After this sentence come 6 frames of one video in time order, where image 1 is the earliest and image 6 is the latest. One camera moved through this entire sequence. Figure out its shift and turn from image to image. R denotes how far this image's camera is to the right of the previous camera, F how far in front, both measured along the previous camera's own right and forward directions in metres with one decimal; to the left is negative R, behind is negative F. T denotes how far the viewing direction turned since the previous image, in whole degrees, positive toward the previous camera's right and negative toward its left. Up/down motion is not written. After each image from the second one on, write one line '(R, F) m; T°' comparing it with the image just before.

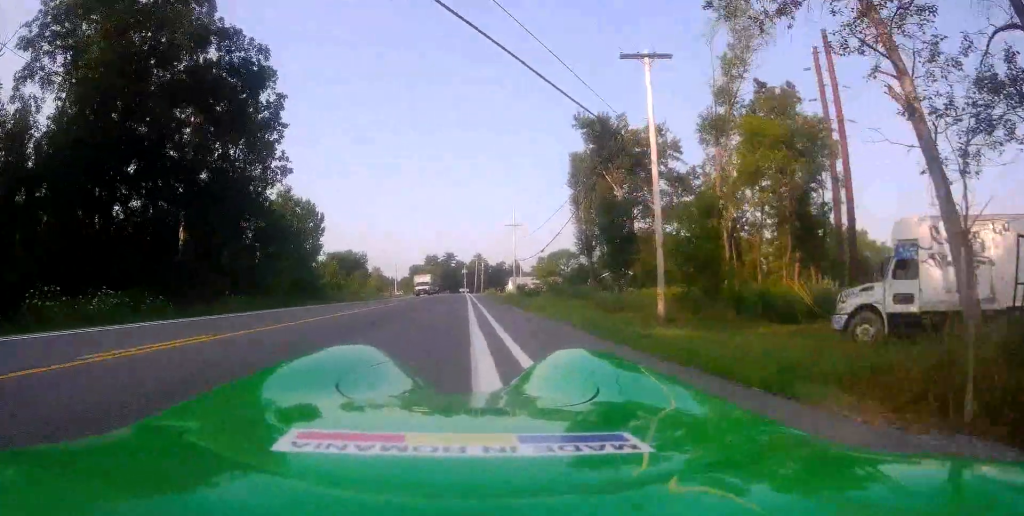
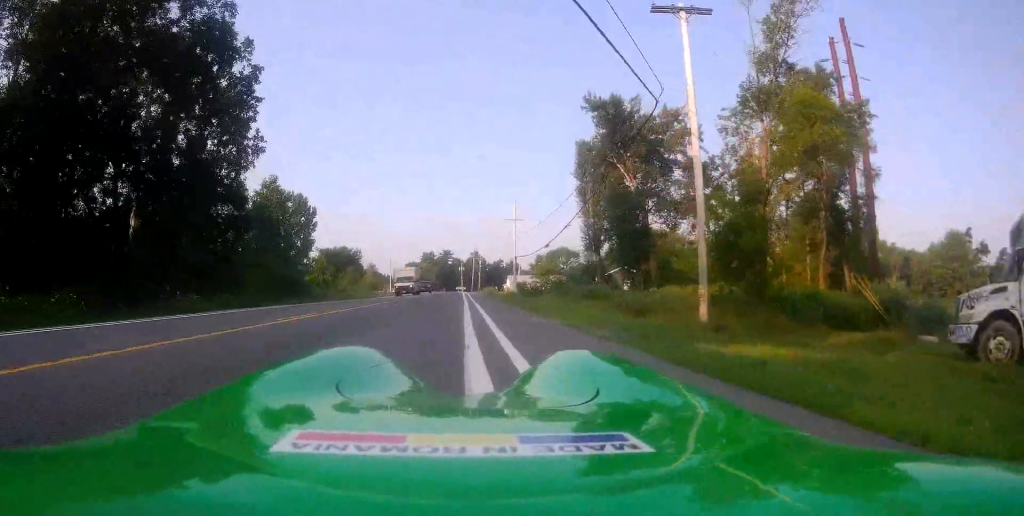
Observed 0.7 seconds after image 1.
(0.0, +5.1) m; -2°
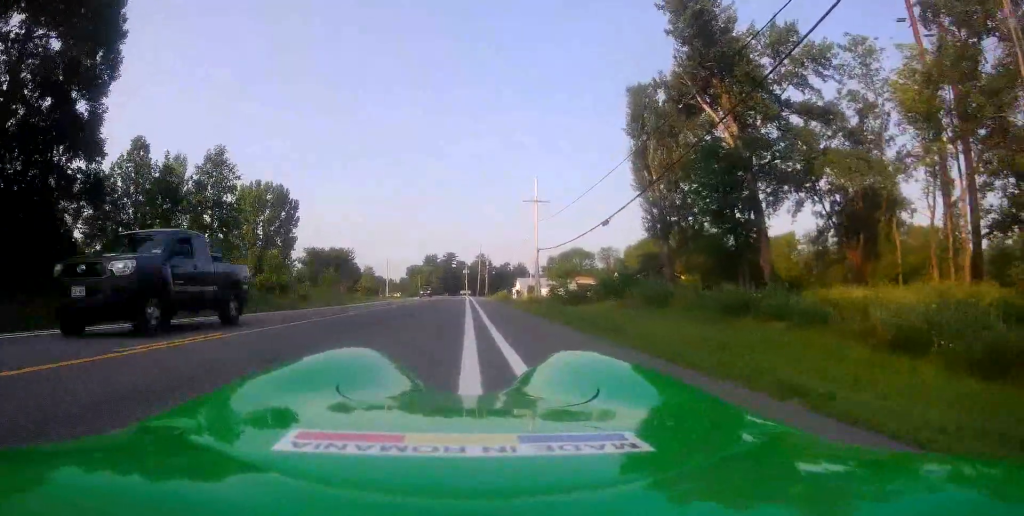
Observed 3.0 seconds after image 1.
(-0.6, +17.1) m; -4°
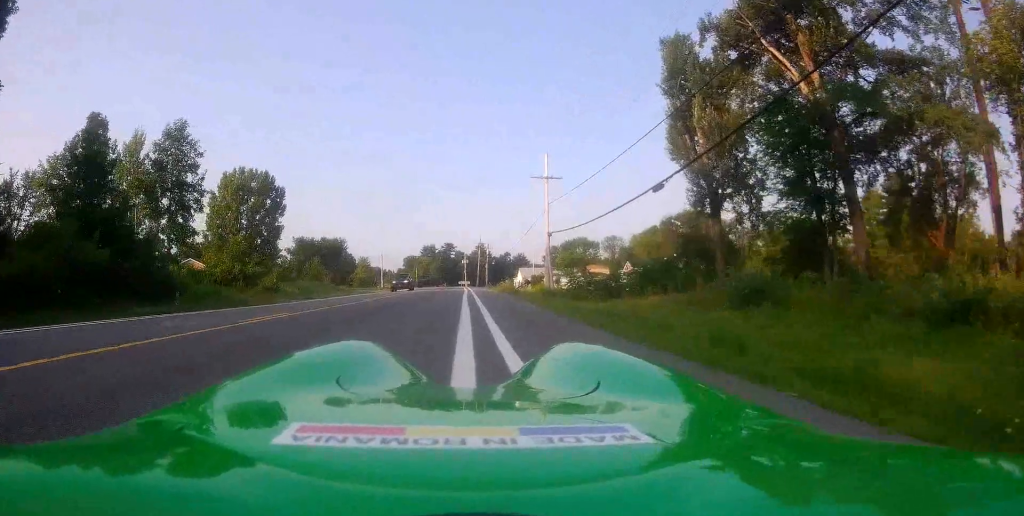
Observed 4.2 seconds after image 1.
(-0.5, +8.0) m; -1°
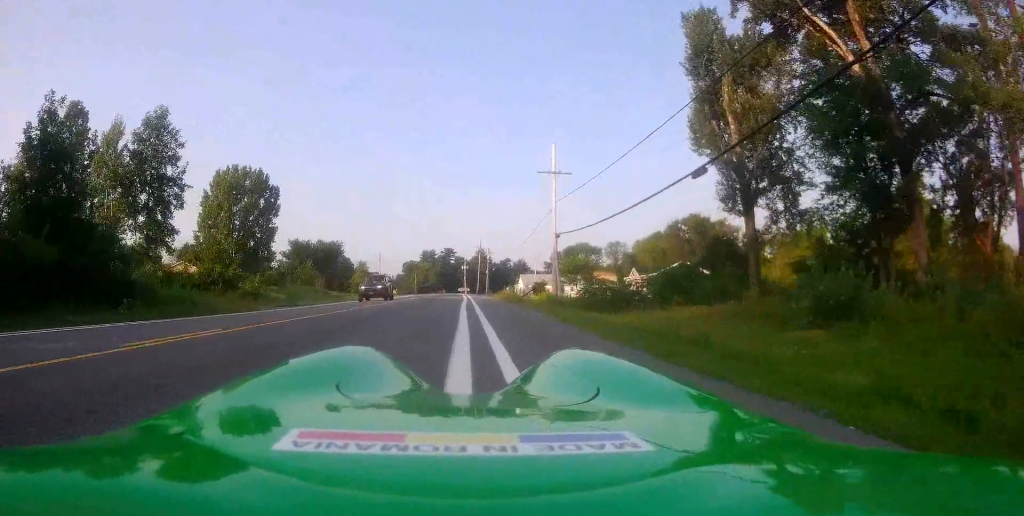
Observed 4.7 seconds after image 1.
(+0.1, +3.5) m; +2°
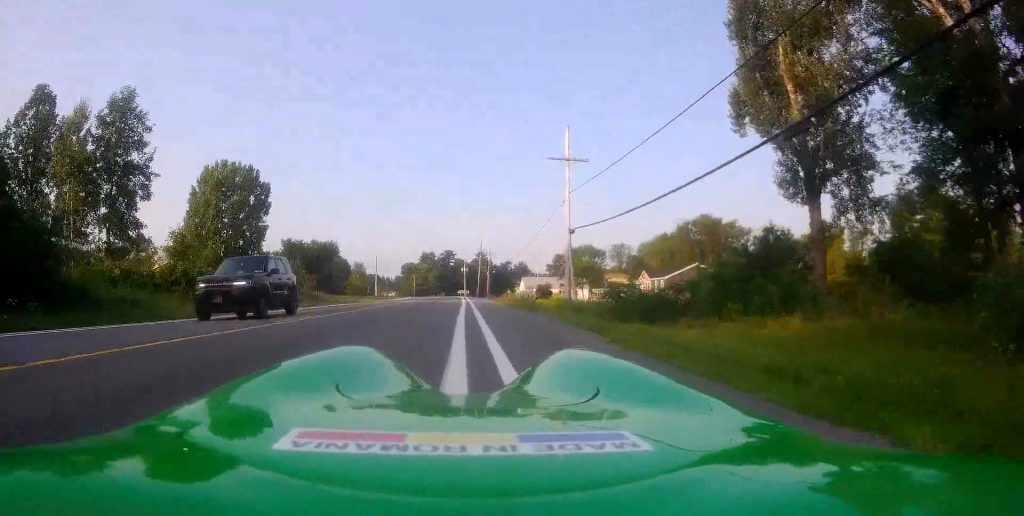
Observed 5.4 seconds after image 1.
(+0.1, +4.9) m; +2°
